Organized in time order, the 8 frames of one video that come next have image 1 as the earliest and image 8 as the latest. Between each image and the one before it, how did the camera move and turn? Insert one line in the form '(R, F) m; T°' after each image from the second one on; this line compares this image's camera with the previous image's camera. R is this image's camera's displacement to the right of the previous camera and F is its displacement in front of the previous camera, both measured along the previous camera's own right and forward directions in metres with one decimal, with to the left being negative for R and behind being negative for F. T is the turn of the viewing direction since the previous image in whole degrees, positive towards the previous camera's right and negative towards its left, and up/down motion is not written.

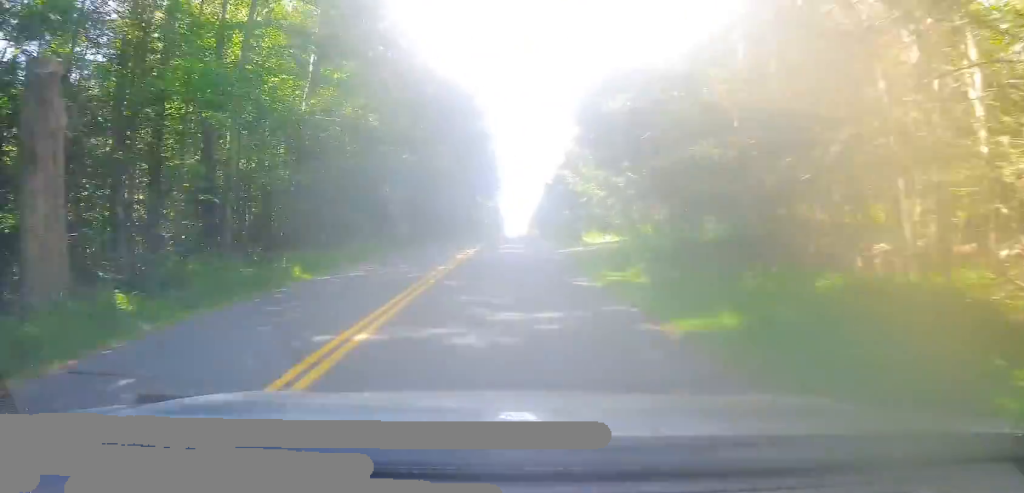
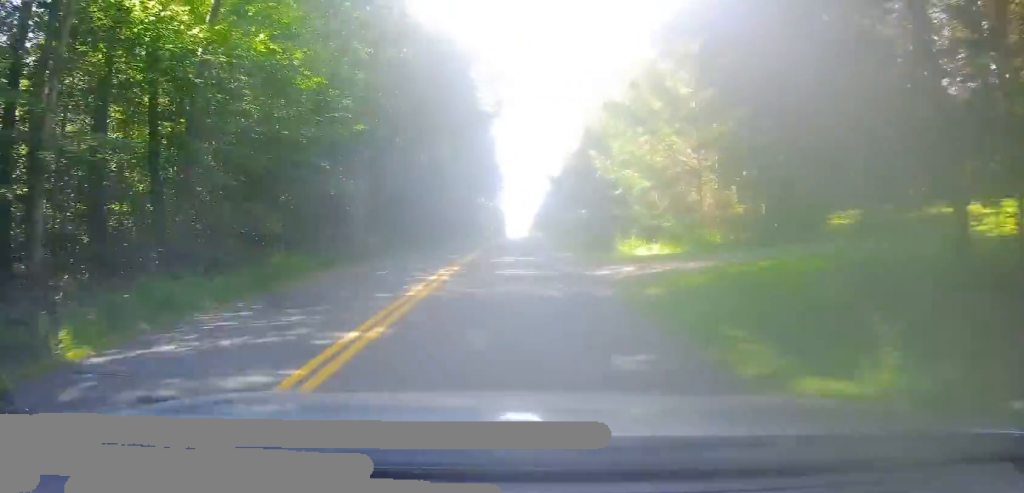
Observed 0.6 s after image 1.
(0.0, +10.1) m; +1°
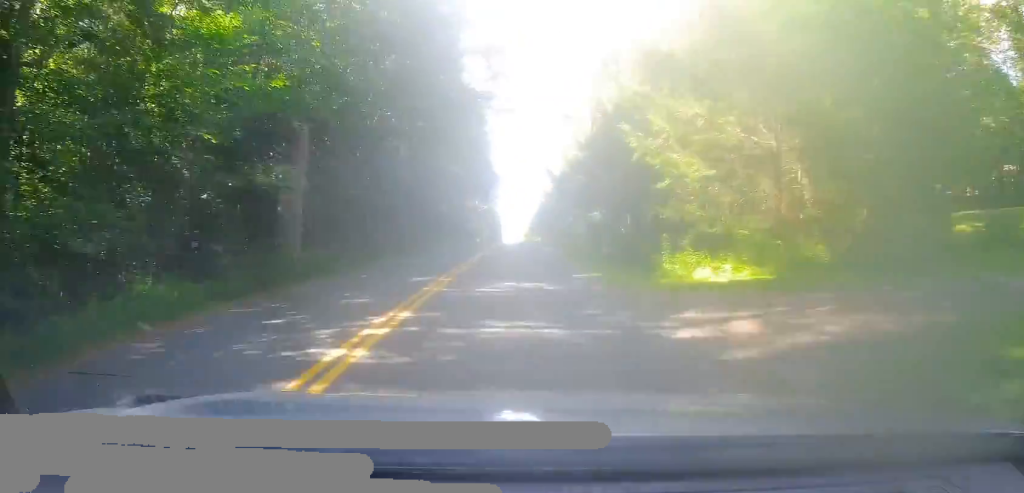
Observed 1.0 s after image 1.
(+0.1, +8.2) m; +1°
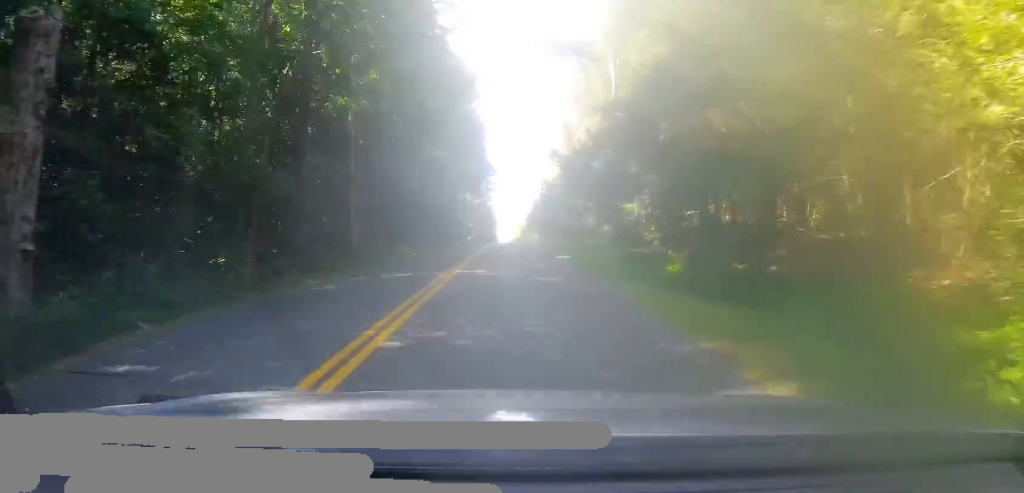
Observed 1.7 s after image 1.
(+0.1, +11.0) m; 0°
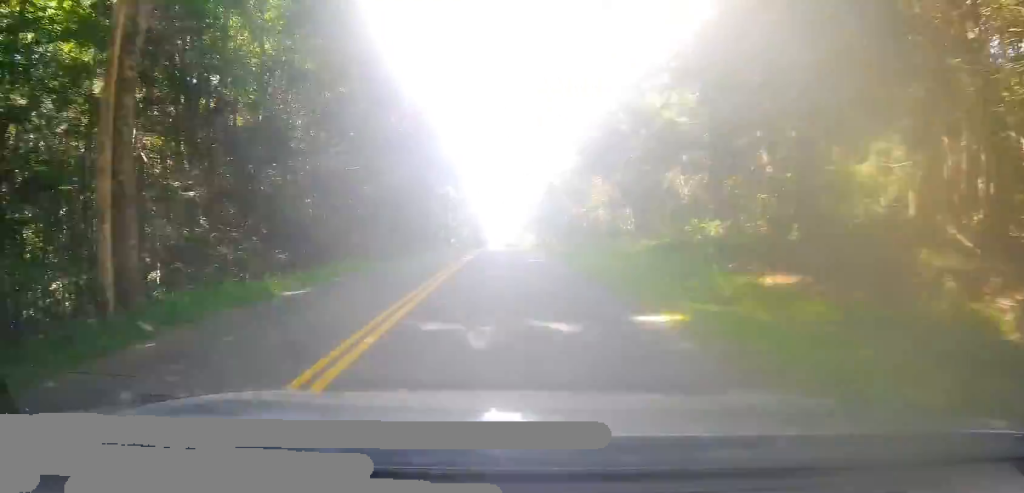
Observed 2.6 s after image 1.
(0.0, +16.6) m; 0°
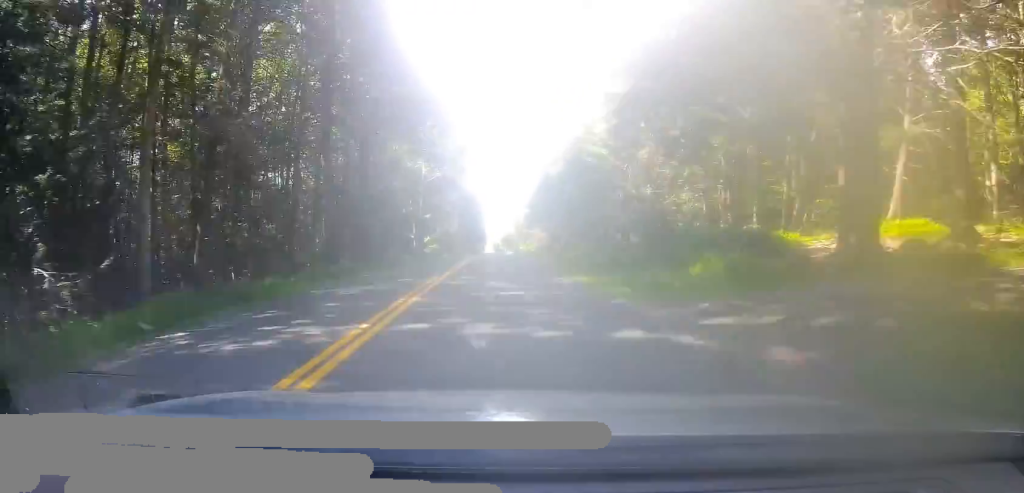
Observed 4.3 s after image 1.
(+0.6, +28.5) m; +1°
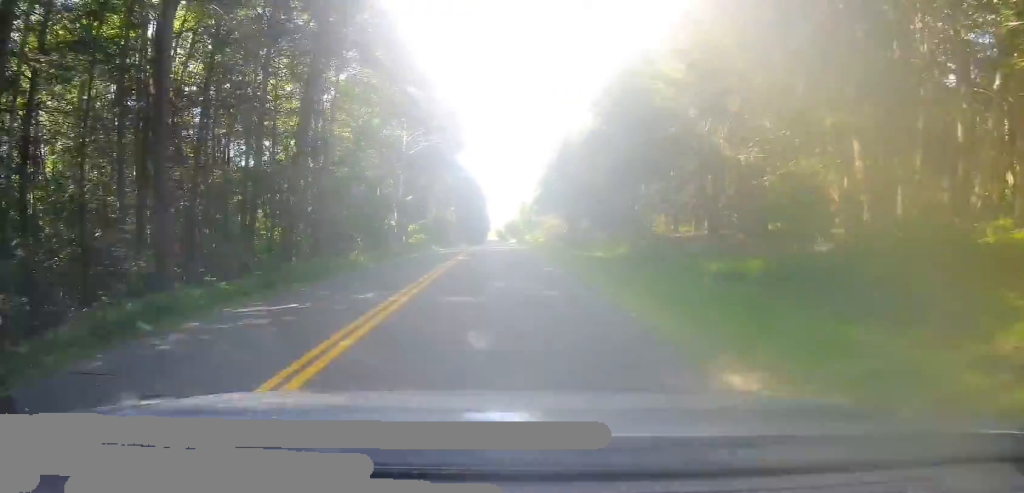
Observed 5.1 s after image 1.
(-0.2, +13.4) m; 0°
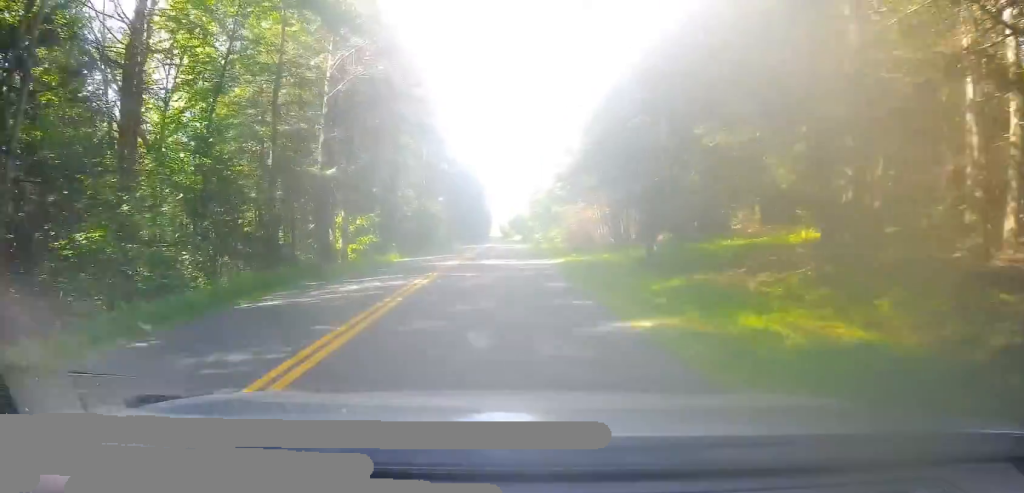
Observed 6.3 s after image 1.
(+0.1, +21.8) m; +1°
